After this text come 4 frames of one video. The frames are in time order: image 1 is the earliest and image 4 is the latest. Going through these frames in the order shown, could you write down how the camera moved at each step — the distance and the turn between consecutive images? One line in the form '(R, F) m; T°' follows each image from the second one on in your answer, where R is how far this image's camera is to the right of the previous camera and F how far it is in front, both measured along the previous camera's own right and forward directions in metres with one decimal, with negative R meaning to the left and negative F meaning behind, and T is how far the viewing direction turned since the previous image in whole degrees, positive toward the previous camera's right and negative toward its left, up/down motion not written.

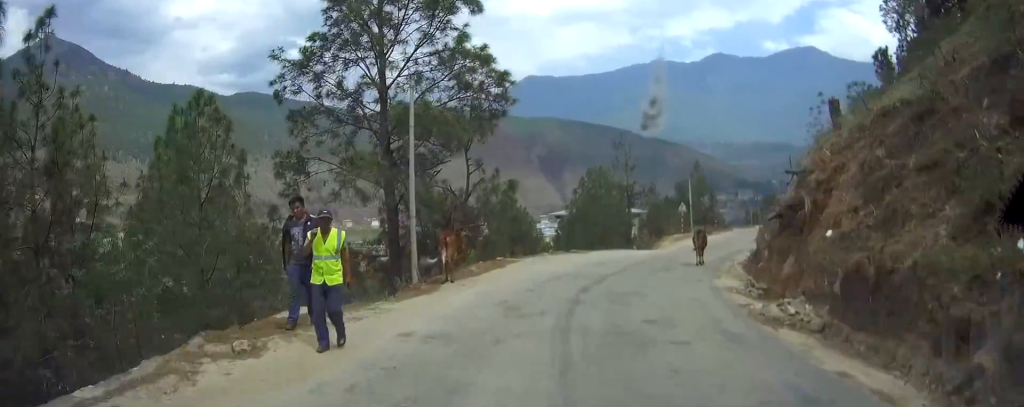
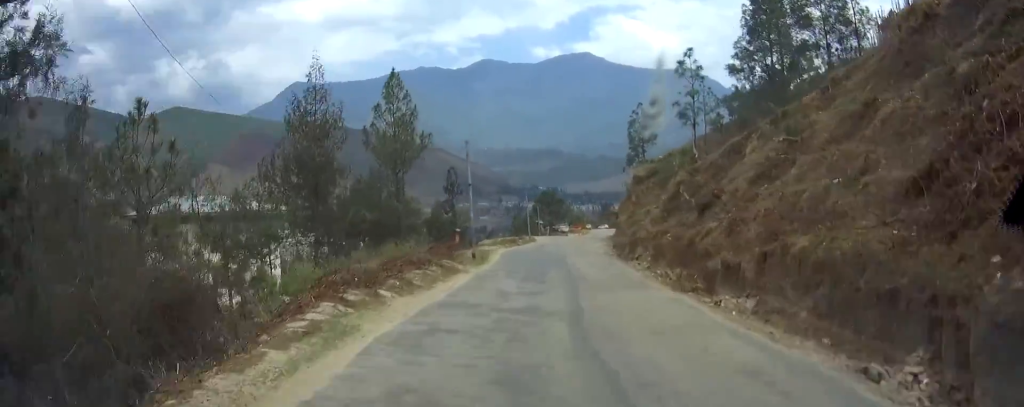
(+15.4, +66.1) m; +14°
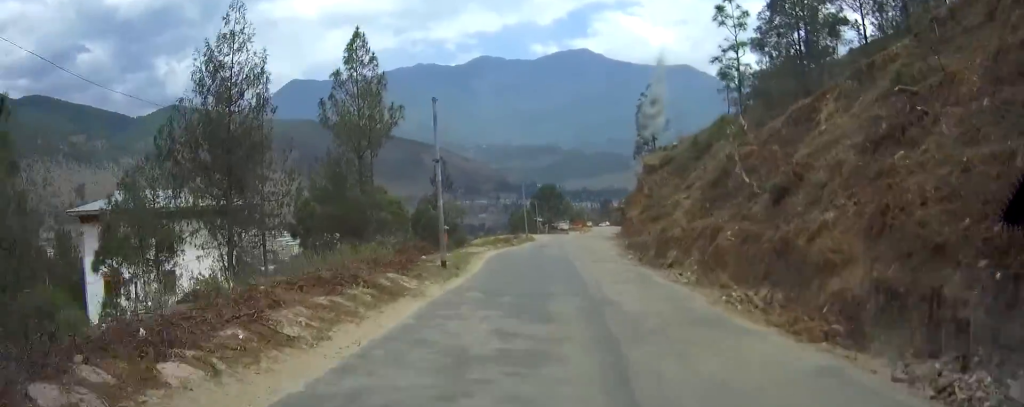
(-0.1, +8.5) m; 0°
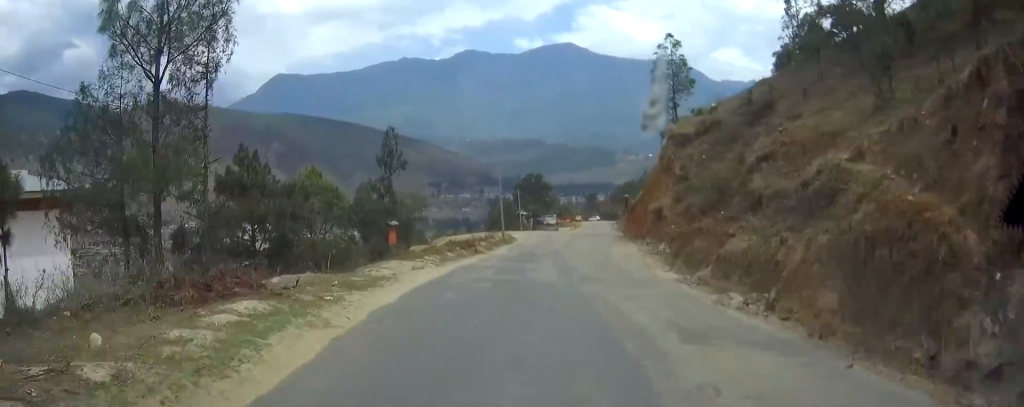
(0.0, +18.6) m; 0°
